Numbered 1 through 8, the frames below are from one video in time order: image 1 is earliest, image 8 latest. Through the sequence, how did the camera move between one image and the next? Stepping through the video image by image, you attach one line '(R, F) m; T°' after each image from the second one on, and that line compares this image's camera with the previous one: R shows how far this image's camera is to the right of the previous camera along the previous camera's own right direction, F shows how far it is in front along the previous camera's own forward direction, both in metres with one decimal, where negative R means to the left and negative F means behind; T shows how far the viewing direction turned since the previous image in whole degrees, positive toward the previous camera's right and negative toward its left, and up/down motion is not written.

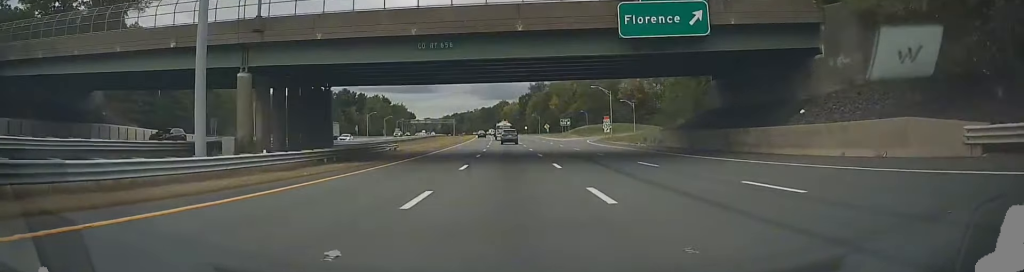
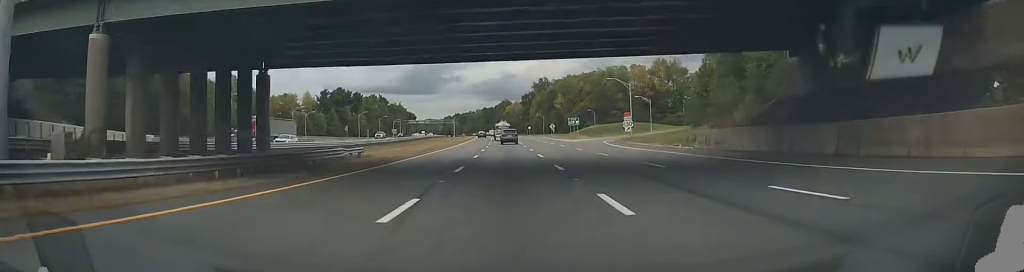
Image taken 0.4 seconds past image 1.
(-0.1, +13.5) m; 0°
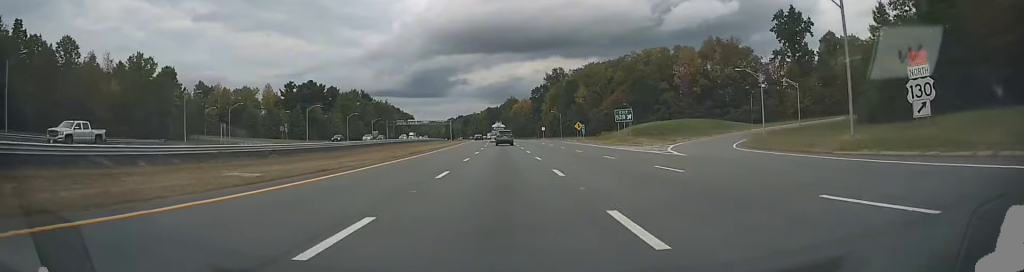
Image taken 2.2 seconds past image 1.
(-0.2, +53.0) m; 0°
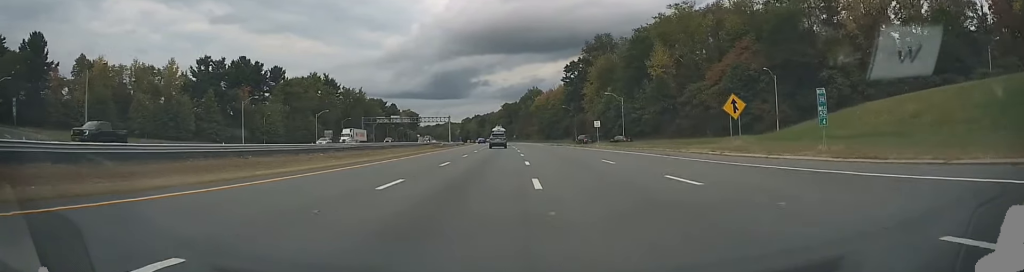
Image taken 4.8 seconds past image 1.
(-1.0, +70.9) m; -2°
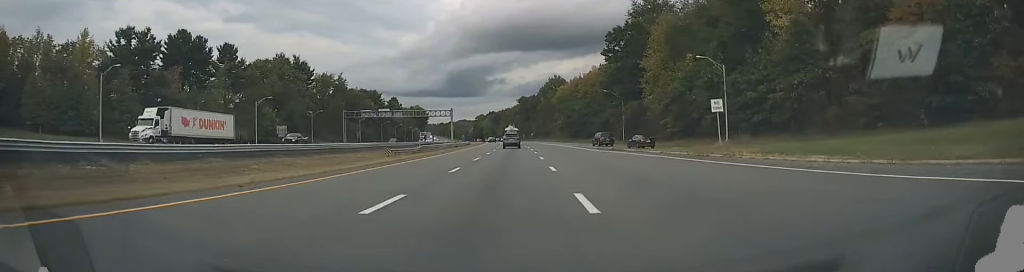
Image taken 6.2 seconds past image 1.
(-0.3, +39.7) m; -1°
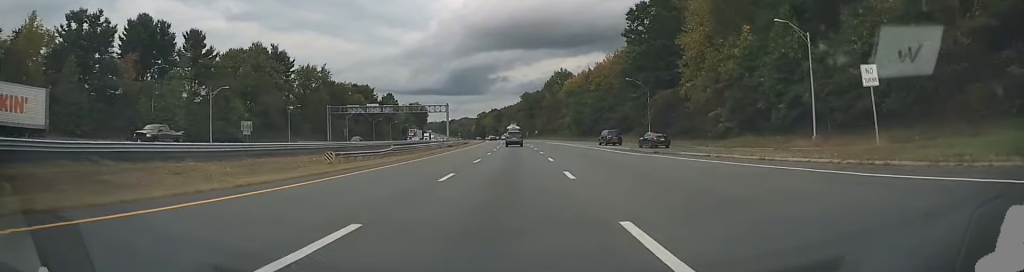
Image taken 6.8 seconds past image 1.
(-0.1, +16.1) m; -1°
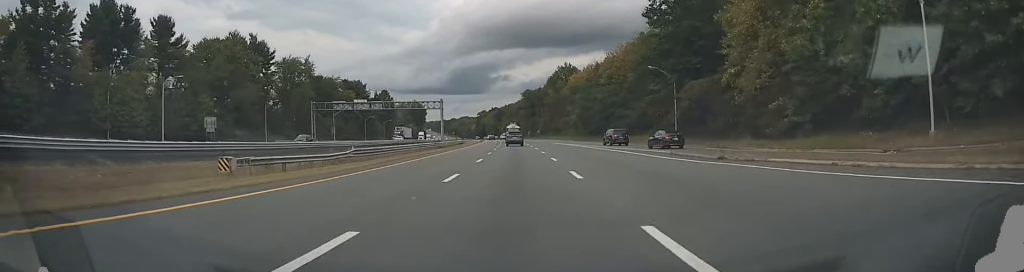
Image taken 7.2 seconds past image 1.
(-0.1, +12.5) m; 0°
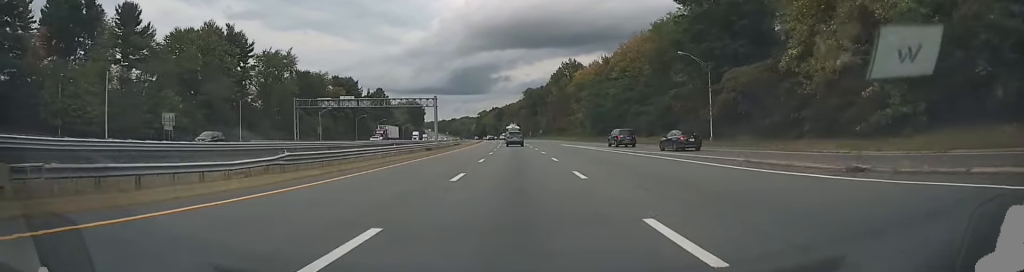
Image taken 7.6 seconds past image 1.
(-0.1, +11.6) m; 0°
